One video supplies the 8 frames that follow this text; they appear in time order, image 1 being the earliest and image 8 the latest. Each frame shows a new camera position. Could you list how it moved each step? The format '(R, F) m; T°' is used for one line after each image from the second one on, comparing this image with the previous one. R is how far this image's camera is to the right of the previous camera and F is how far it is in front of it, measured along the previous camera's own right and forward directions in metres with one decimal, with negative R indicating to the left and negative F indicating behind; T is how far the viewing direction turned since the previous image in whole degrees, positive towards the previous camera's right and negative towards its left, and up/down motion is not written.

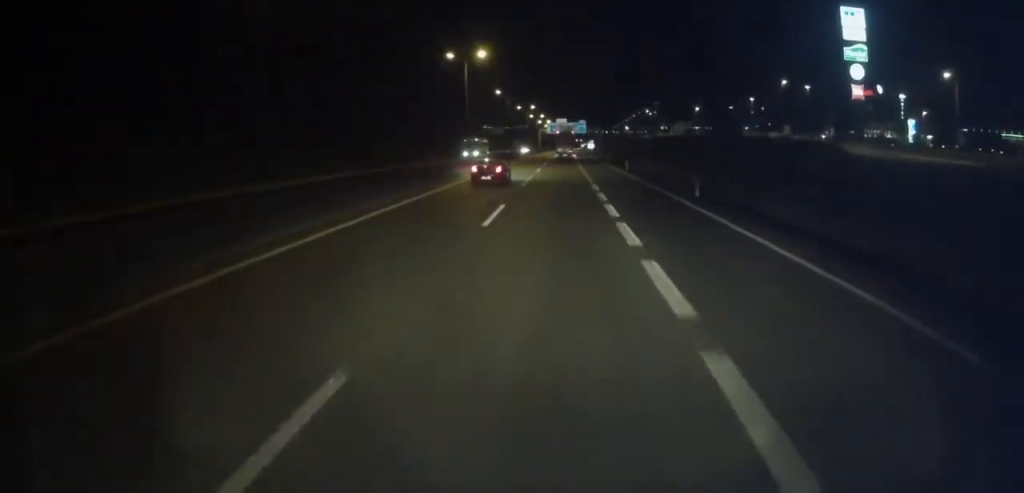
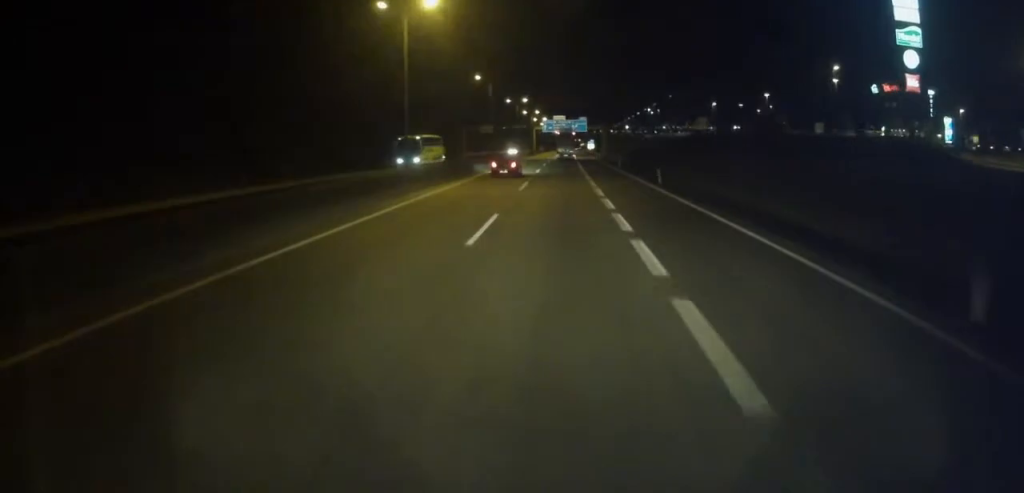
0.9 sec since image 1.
(+0.4, +20.4) m; +1°
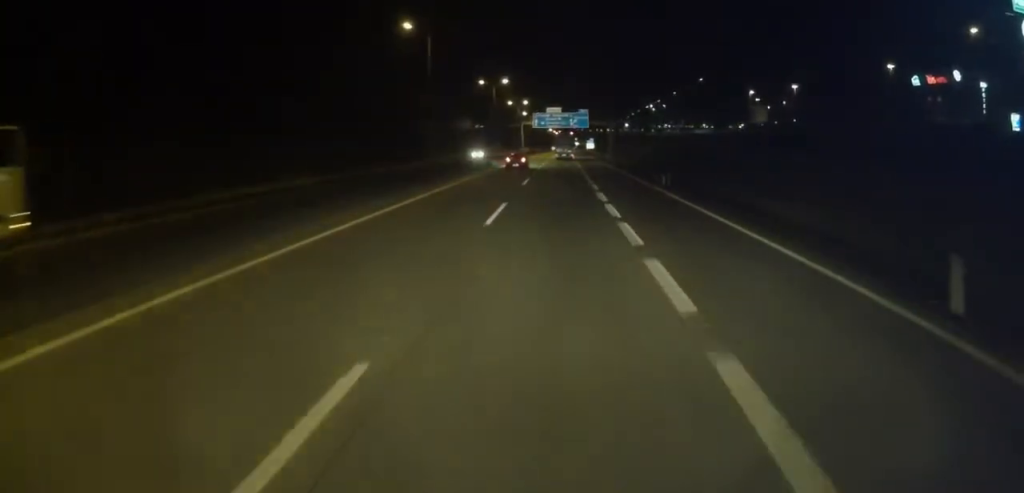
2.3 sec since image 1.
(-0.2, +30.2) m; -1°
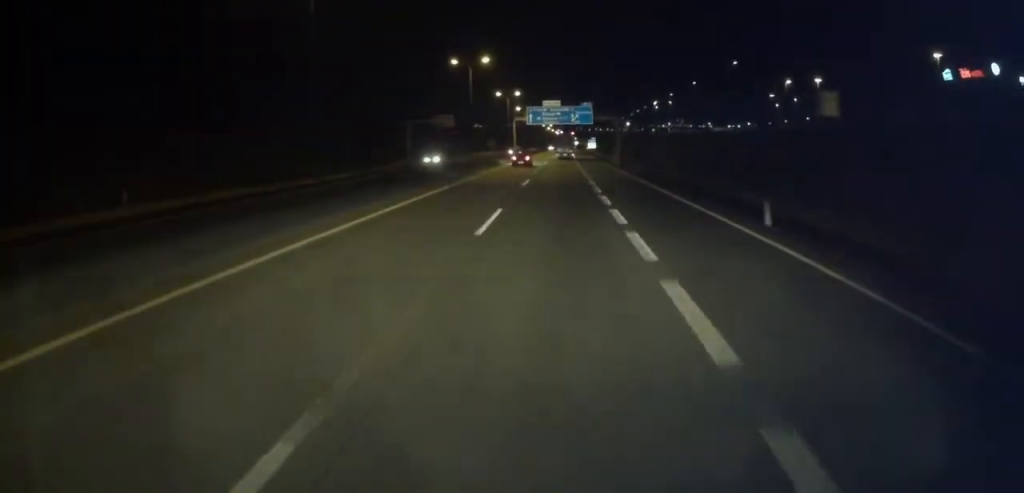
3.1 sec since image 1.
(-0.2, +17.9) m; 0°
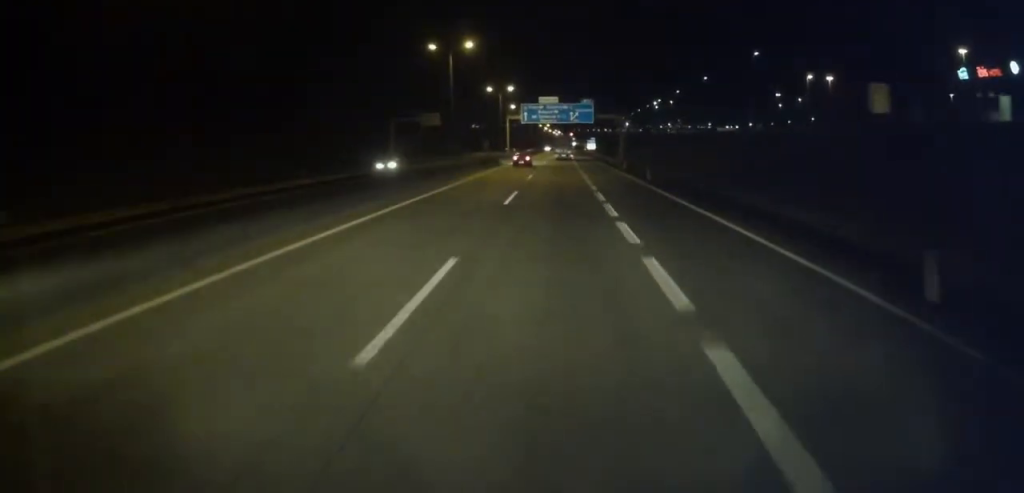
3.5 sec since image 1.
(+0.2, +8.6) m; +1°
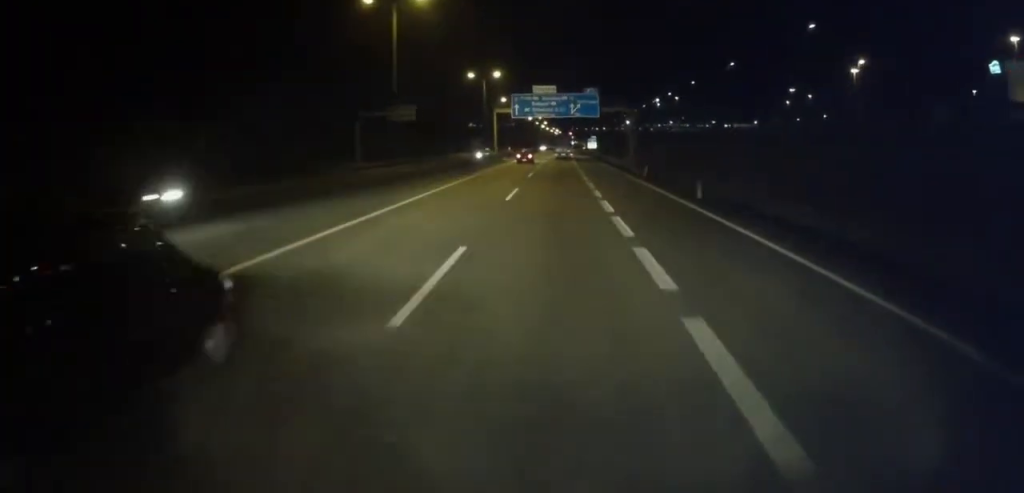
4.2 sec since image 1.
(+0.2, +16.3) m; +1°
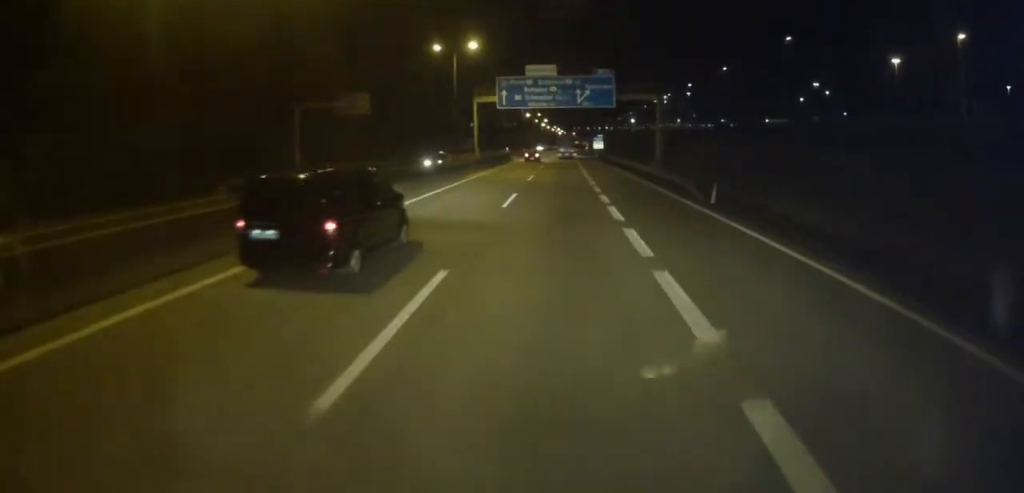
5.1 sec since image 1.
(+0.1, +22.0) m; 0°
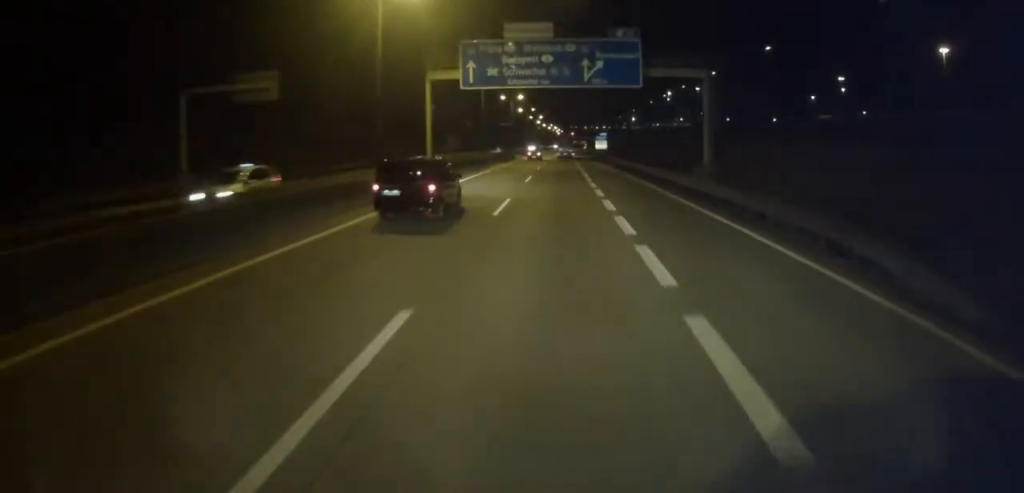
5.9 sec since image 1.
(-0.1, +21.1) m; 0°
